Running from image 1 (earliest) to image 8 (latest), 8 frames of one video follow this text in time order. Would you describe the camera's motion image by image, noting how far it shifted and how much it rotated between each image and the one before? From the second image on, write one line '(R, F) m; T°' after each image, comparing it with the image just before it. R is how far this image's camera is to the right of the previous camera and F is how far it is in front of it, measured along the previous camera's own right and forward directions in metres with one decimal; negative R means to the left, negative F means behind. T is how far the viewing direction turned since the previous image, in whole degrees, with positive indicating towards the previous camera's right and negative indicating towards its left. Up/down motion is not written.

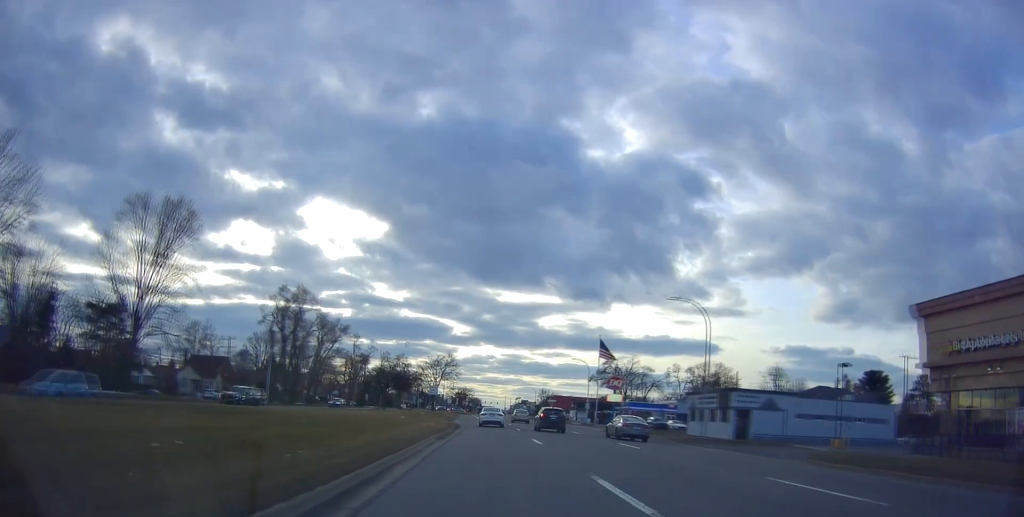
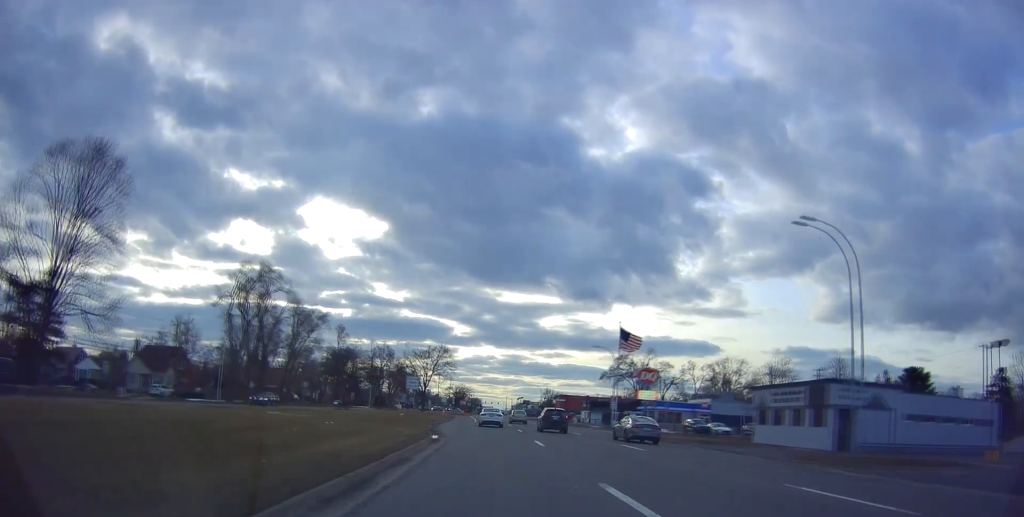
(0.0, +17.1) m; 0°
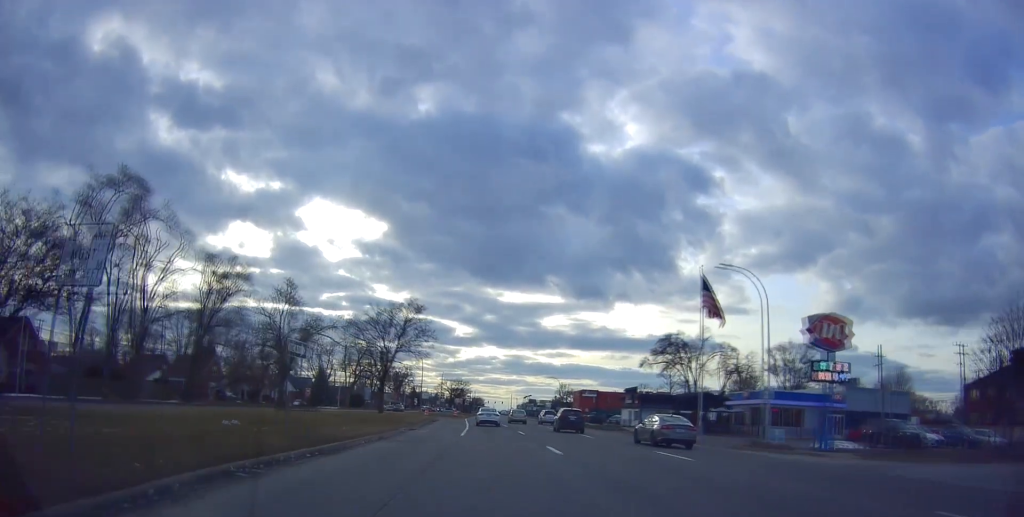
(-0.3, +36.8) m; -1°
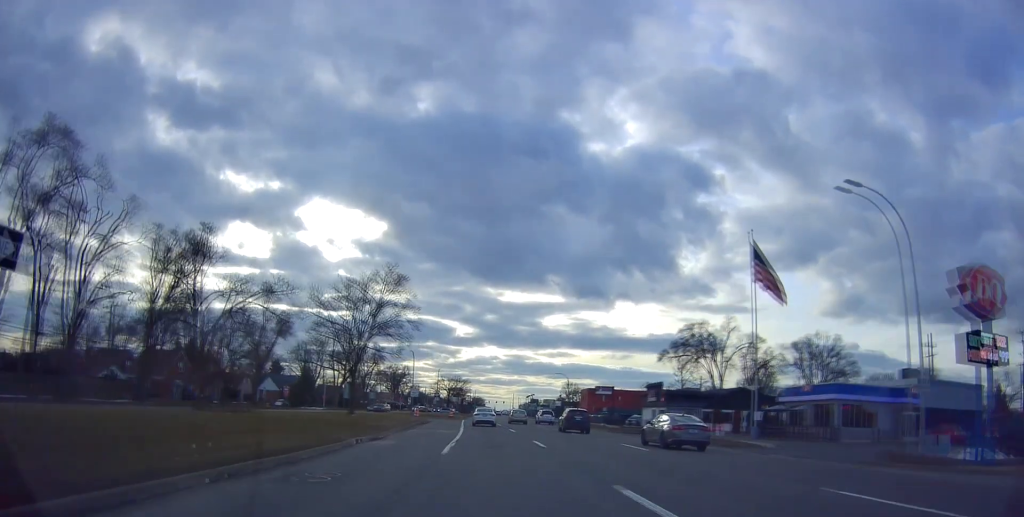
(0.0, +12.1) m; 0°
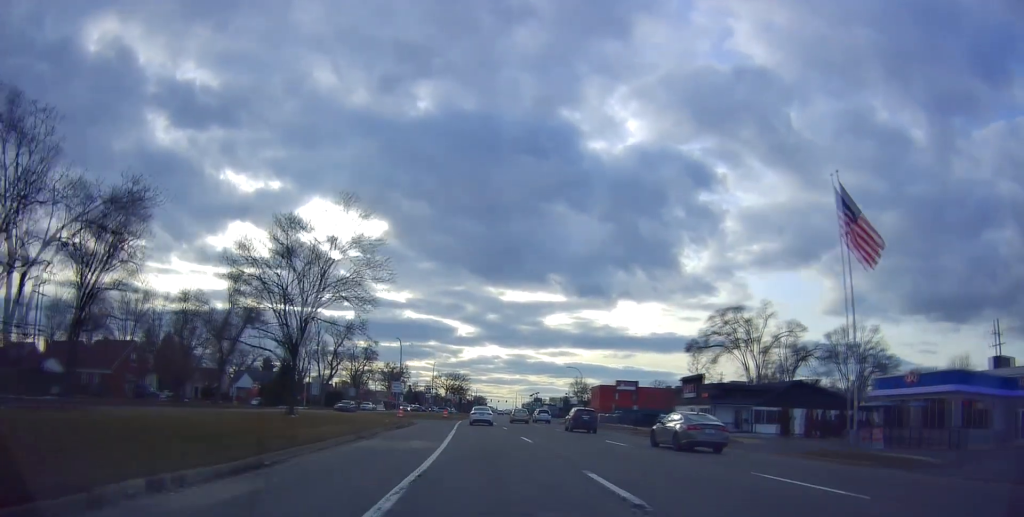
(0.0, +13.5) m; 0°
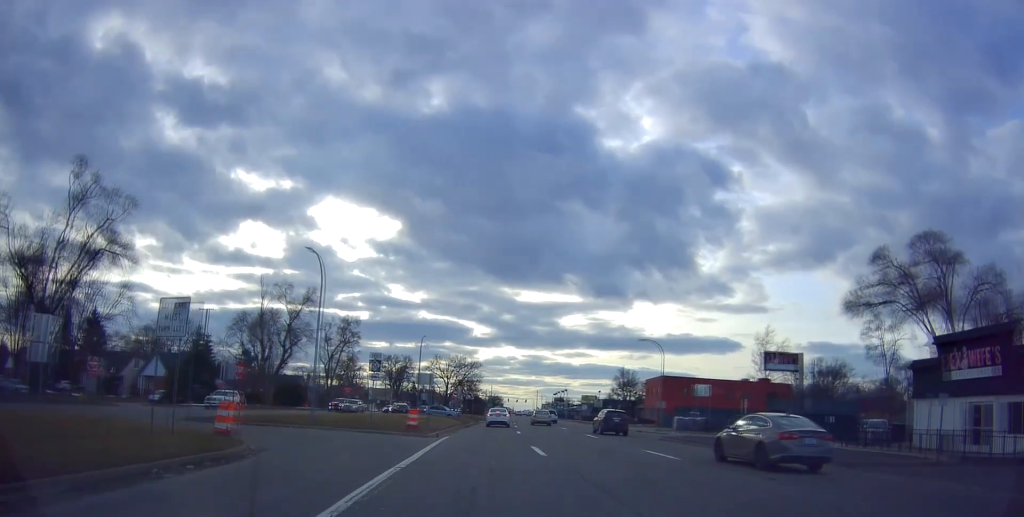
(+0.2, +38.6) m; +1°
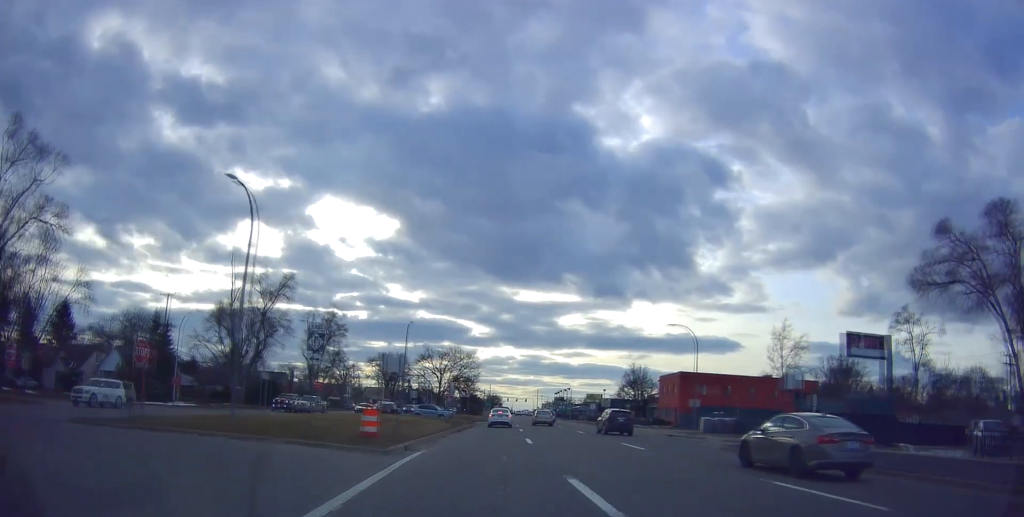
(+0.3, +10.1) m; -1°
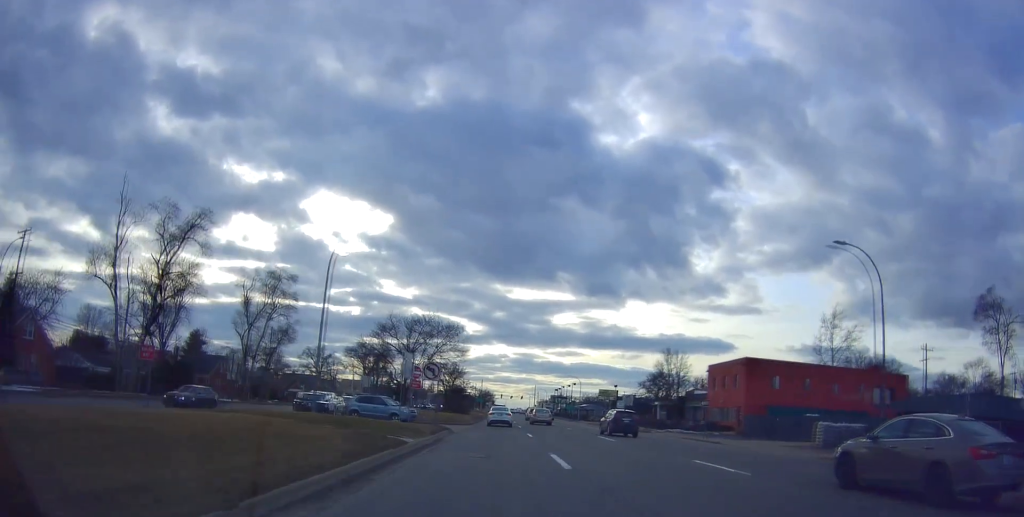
(-0.8, +25.8) m; -2°
